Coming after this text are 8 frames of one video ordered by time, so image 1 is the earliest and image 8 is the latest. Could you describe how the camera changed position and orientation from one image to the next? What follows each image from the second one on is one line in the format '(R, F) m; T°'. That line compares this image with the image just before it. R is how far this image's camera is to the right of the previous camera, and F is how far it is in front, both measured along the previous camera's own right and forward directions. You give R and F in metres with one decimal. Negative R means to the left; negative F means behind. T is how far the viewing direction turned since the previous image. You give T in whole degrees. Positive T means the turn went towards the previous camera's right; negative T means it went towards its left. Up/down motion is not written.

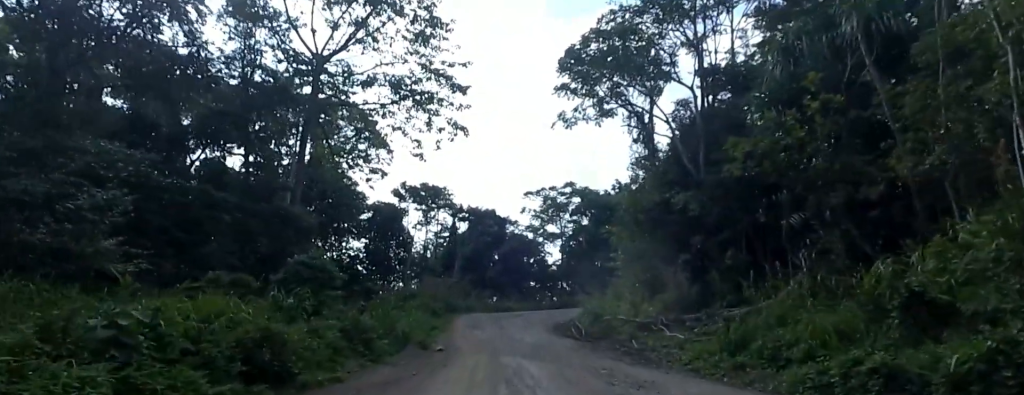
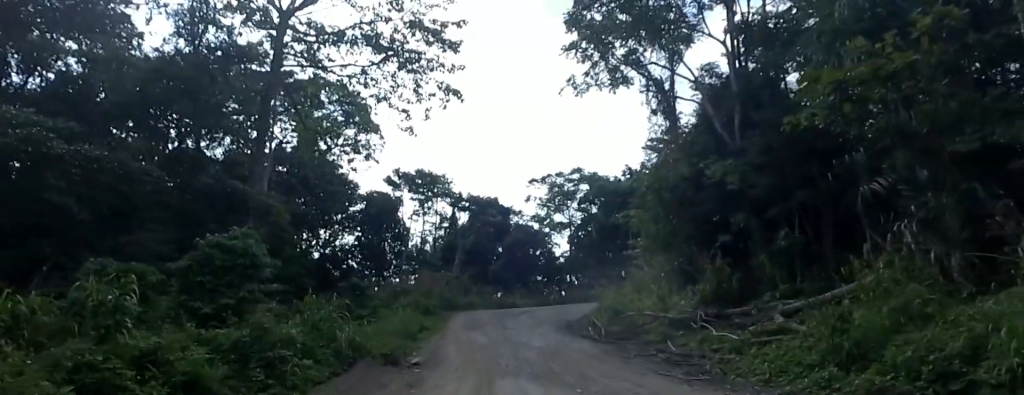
(+0.1, +6.4) m; -4°
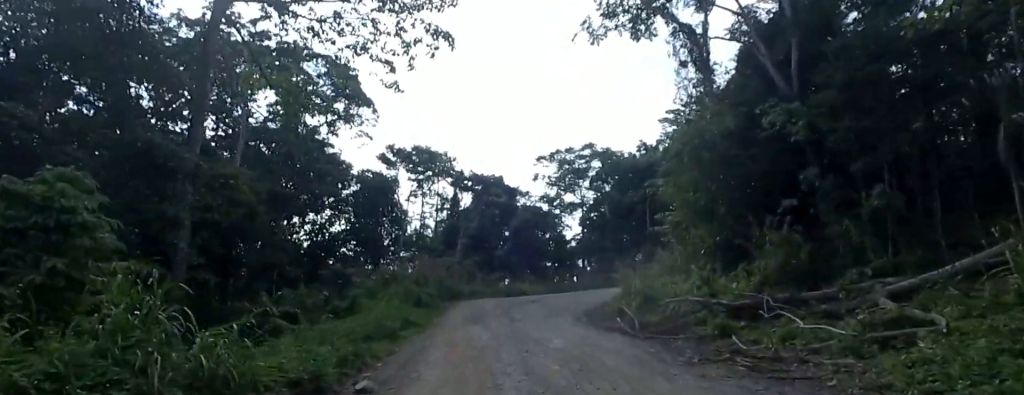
(-0.4, +6.3) m; +2°
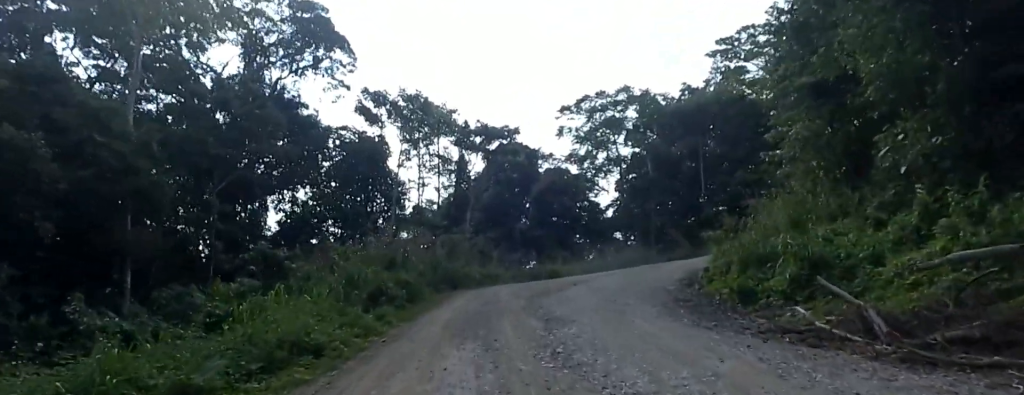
(-0.7, +13.4) m; -19°
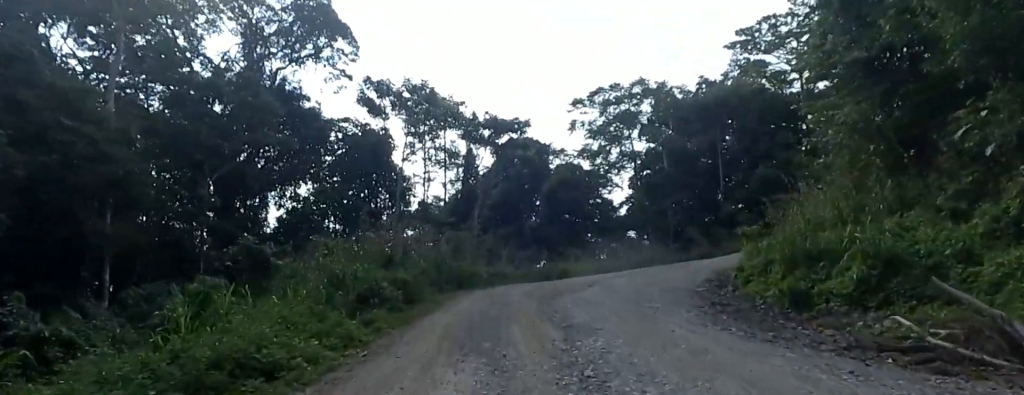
(-0.4, +2.4) m; -1°
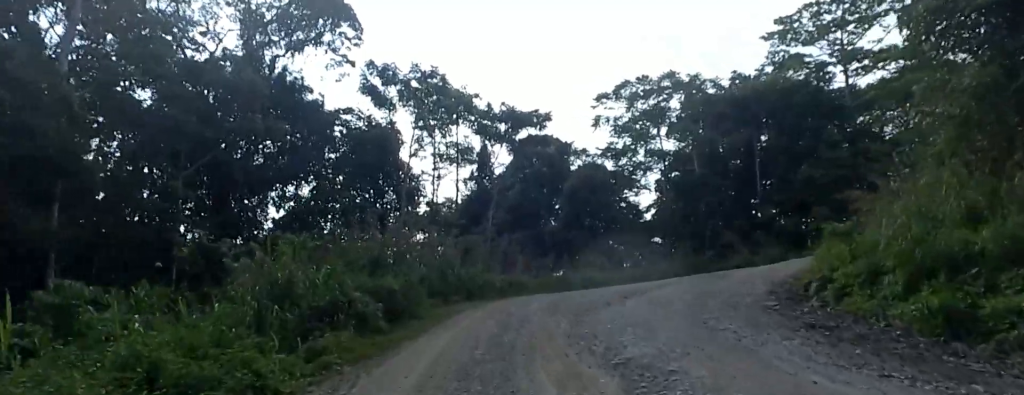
(+0.1, +4.4) m; +4°
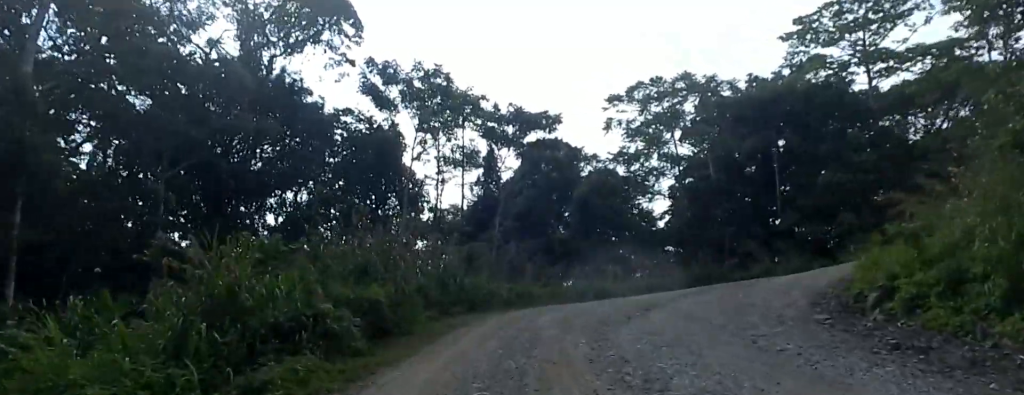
(+0.2, +2.2) m; +4°
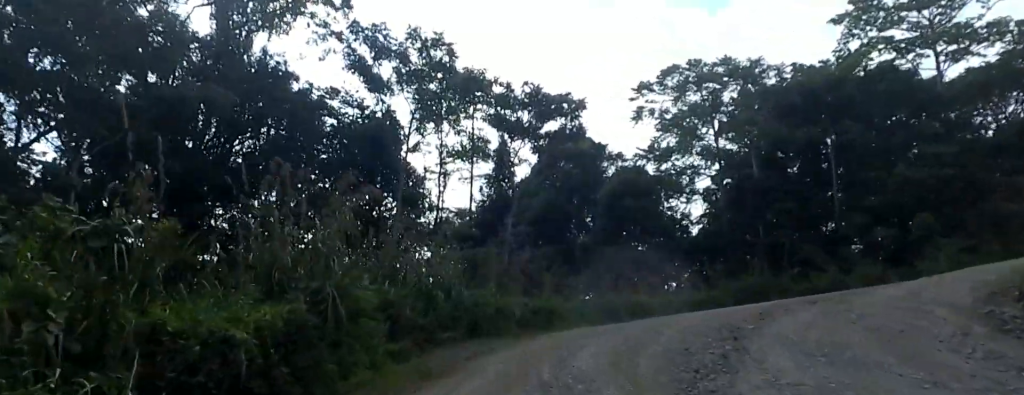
(-0.2, +6.3) m; -10°
